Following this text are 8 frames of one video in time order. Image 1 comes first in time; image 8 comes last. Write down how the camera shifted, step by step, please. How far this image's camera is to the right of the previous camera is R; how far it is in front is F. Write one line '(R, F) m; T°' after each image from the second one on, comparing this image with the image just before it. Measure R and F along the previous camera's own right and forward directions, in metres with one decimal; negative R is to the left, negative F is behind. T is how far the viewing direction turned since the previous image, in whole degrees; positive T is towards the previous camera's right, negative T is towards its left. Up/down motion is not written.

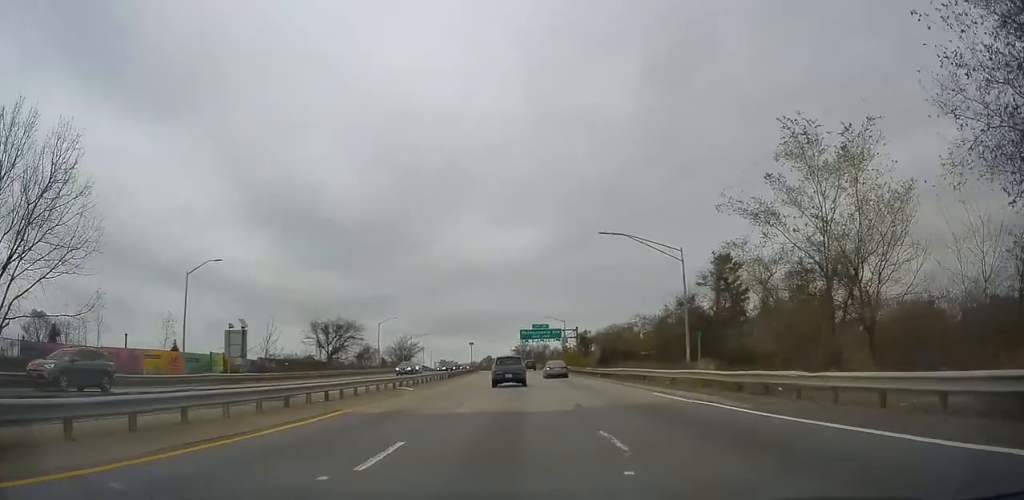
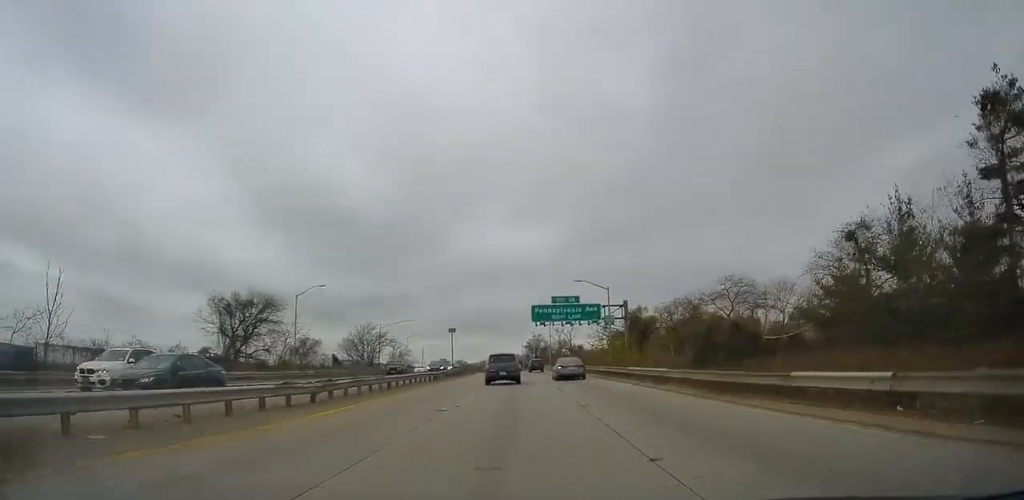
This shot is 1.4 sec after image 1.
(-0.4, +39.6) m; -2°
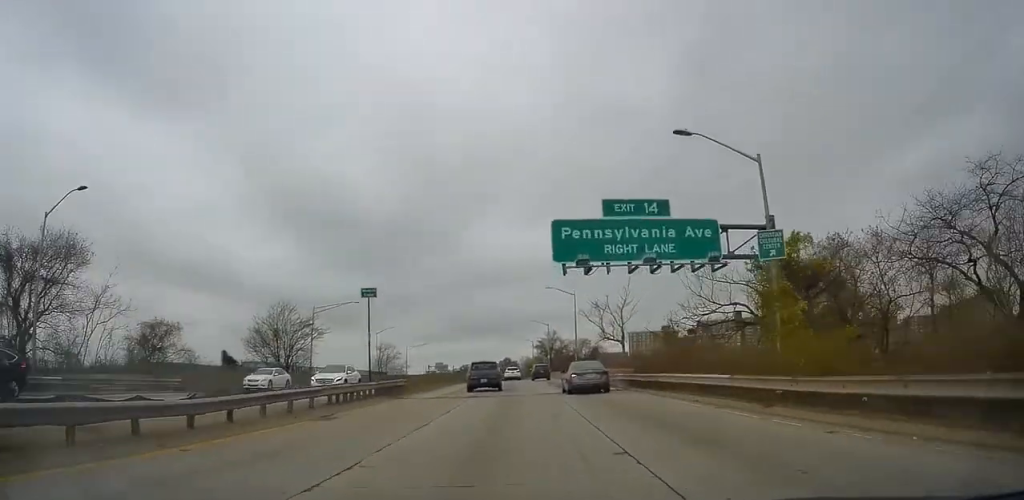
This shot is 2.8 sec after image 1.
(-0.2, +35.6) m; 0°
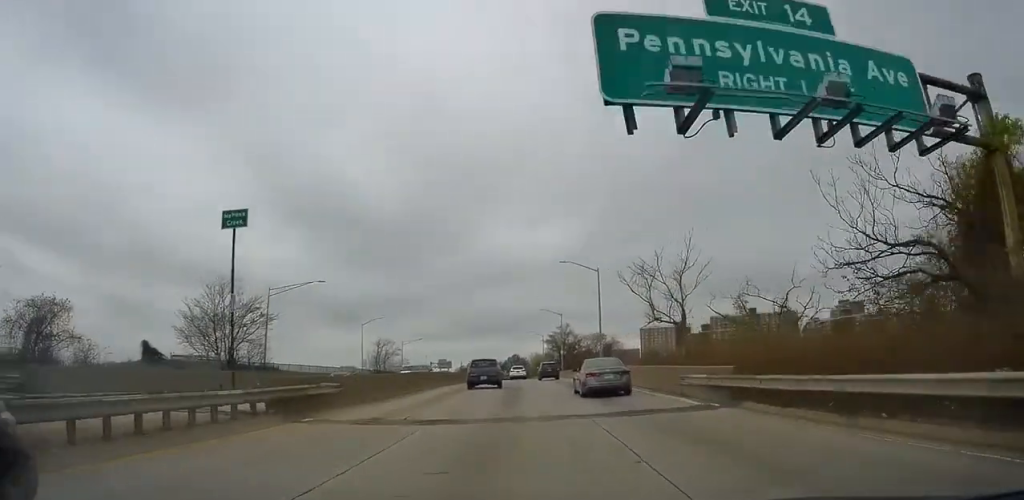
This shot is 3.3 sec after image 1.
(+0.2, +13.8) m; 0°
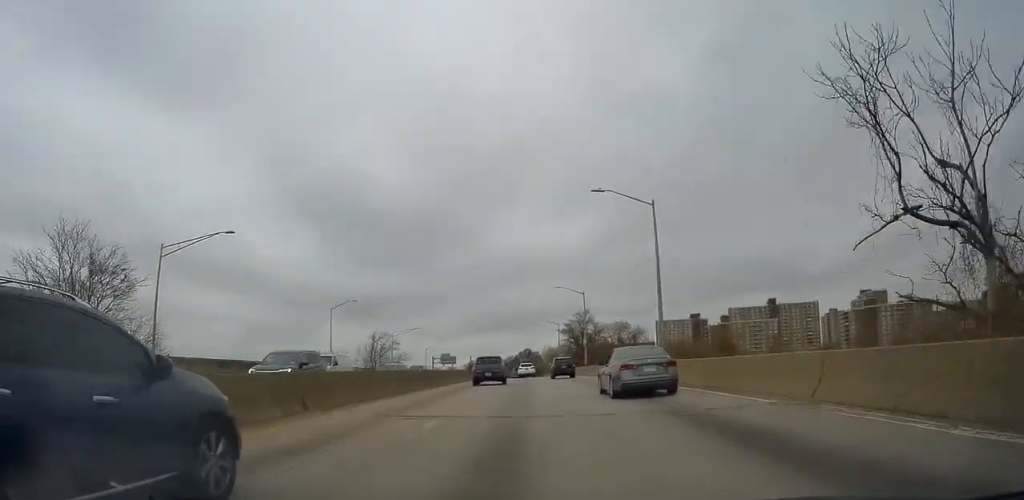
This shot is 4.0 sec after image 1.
(-0.3, +18.2) m; 0°
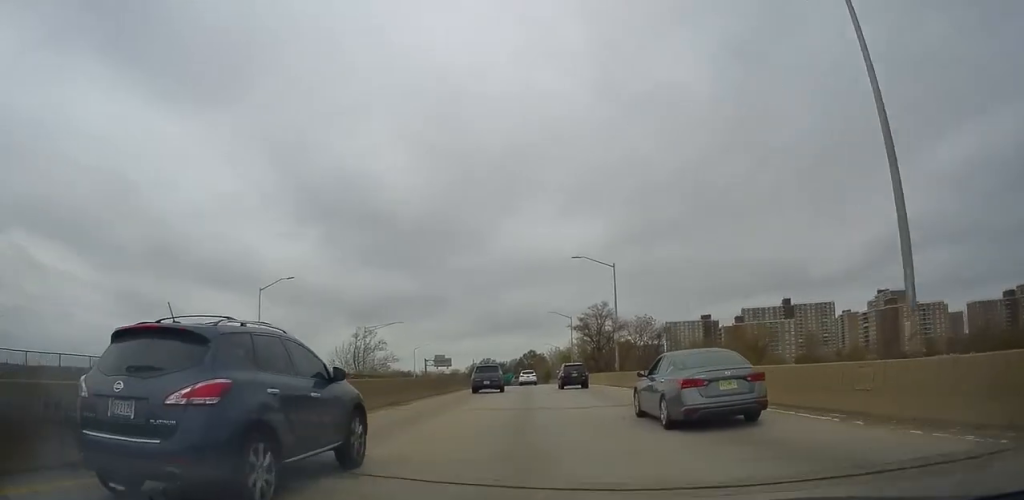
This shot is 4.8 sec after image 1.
(-0.1, +19.7) m; -1°
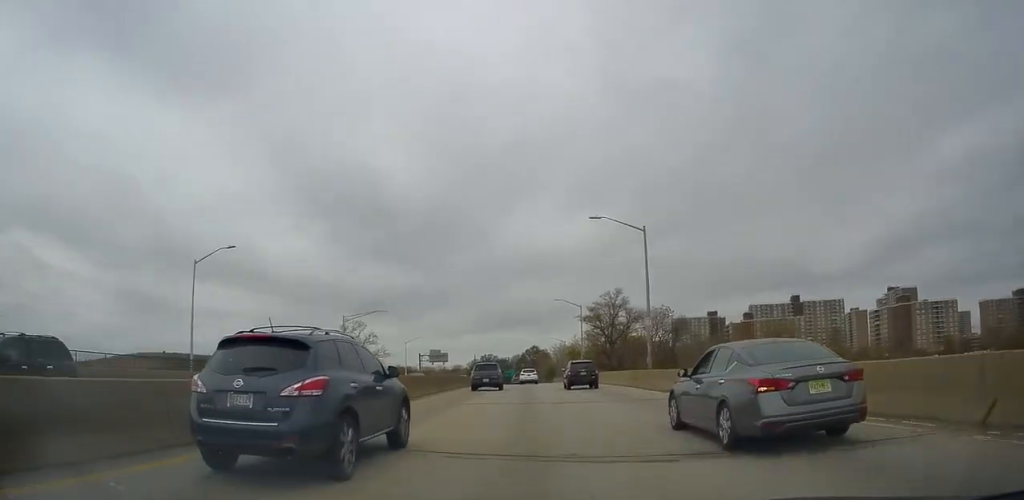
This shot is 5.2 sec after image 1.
(+0.2, +10.8) m; 0°
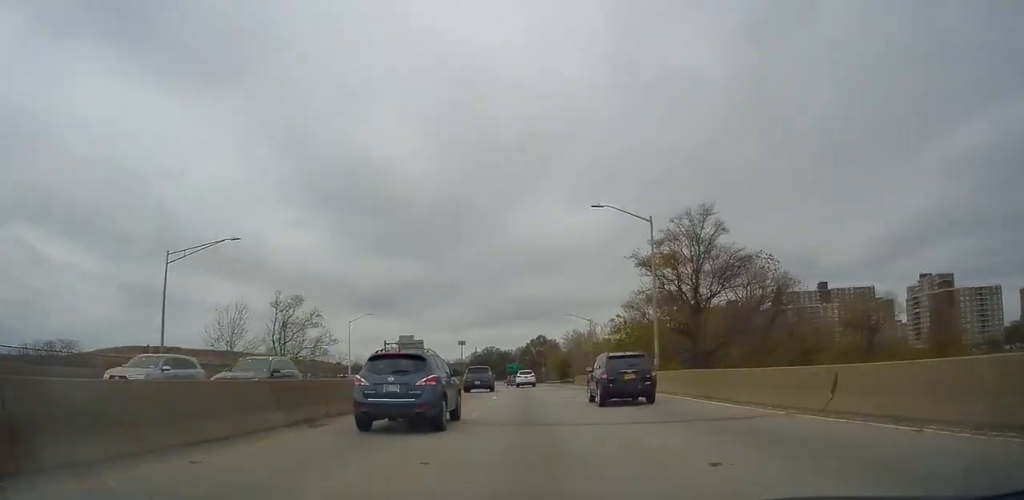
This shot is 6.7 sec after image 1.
(-1.0, +37.0) m; -3°
